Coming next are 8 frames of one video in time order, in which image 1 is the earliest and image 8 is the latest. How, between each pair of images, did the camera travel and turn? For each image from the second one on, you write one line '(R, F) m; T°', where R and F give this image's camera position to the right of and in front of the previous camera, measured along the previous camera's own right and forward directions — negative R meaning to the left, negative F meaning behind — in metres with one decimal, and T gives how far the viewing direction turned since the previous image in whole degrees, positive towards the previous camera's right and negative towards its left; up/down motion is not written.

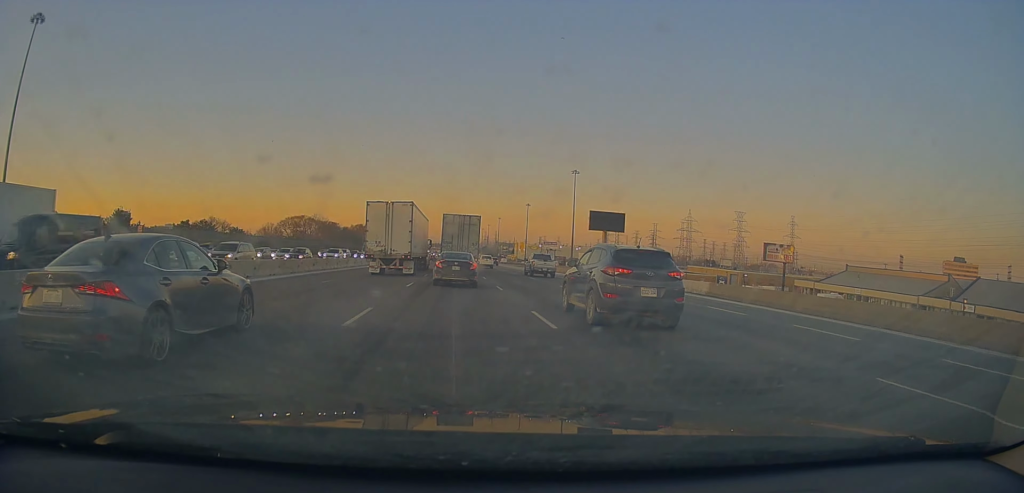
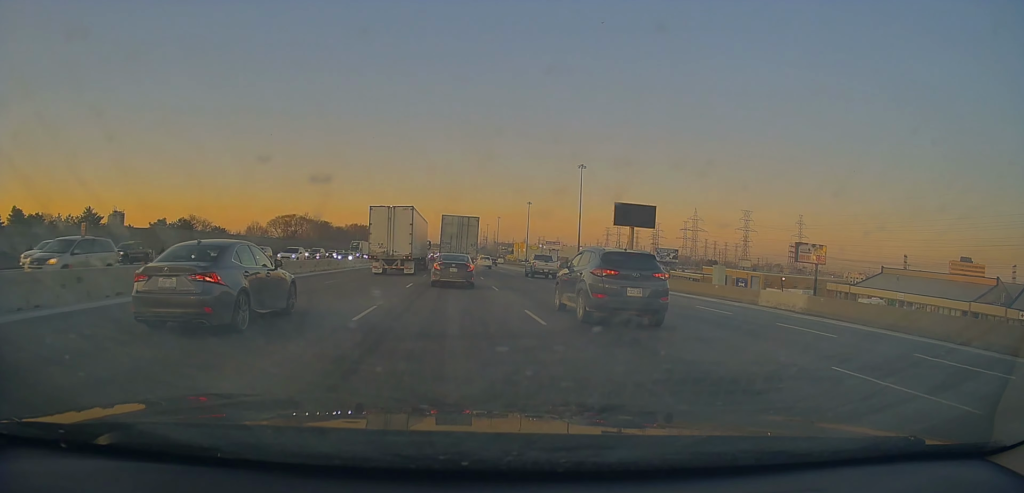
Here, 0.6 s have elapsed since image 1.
(+0.1, +10.9) m; +1°
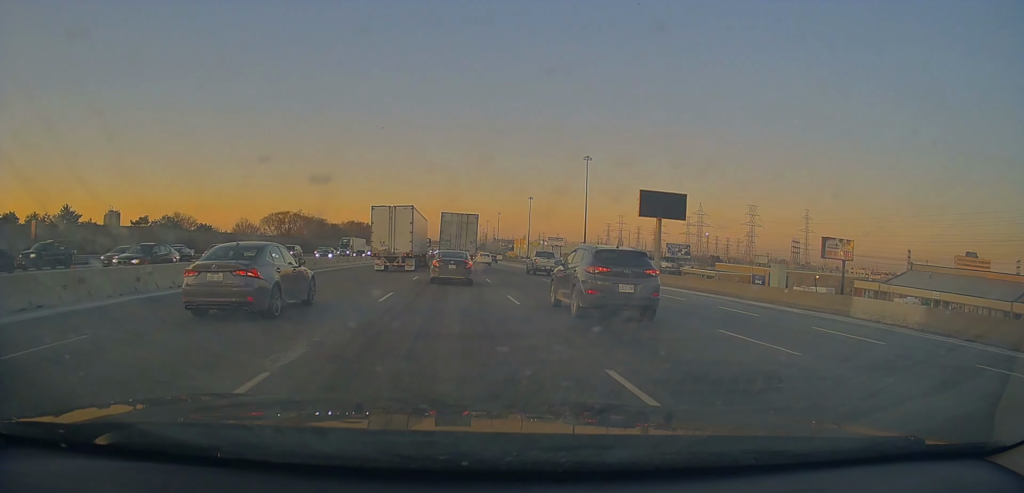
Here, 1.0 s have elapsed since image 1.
(0.0, +7.7) m; +1°
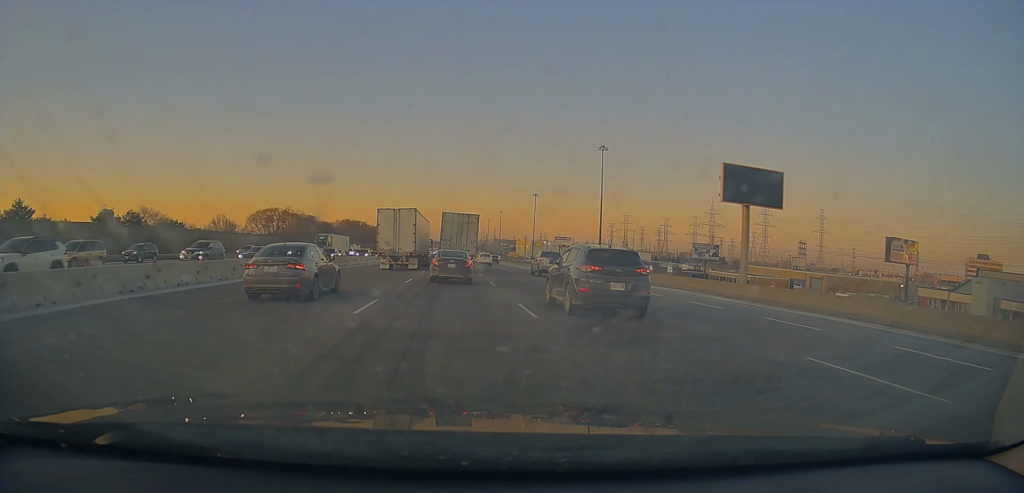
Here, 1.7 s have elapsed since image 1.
(+0.2, +15.2) m; 0°
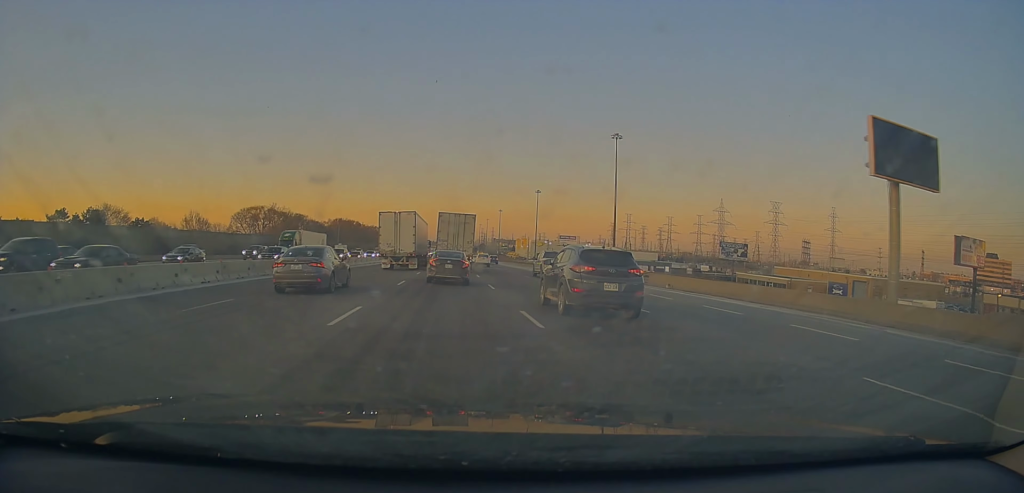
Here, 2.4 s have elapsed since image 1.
(0.0, +13.4) m; 0°
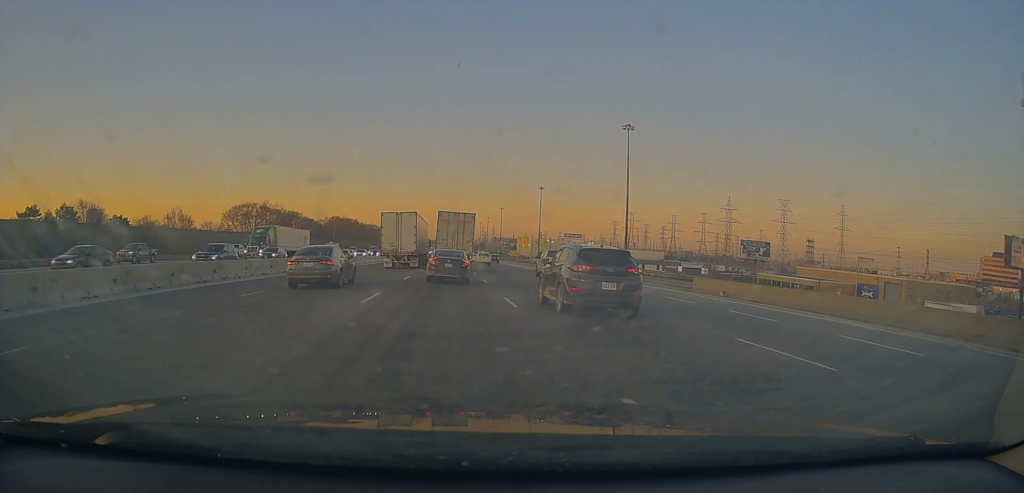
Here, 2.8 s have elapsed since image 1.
(-0.1, +8.1) m; 0°
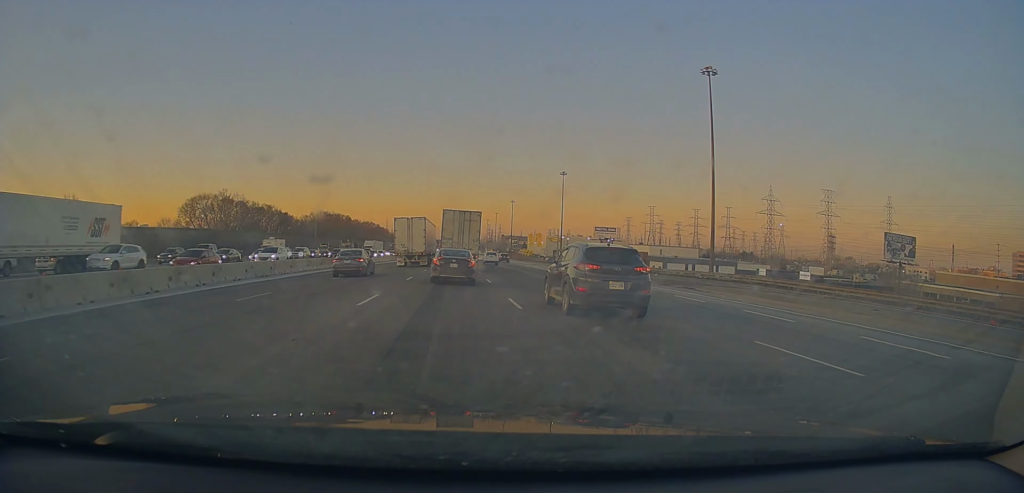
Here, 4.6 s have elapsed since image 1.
(-0.2, +36.4) m; -1°
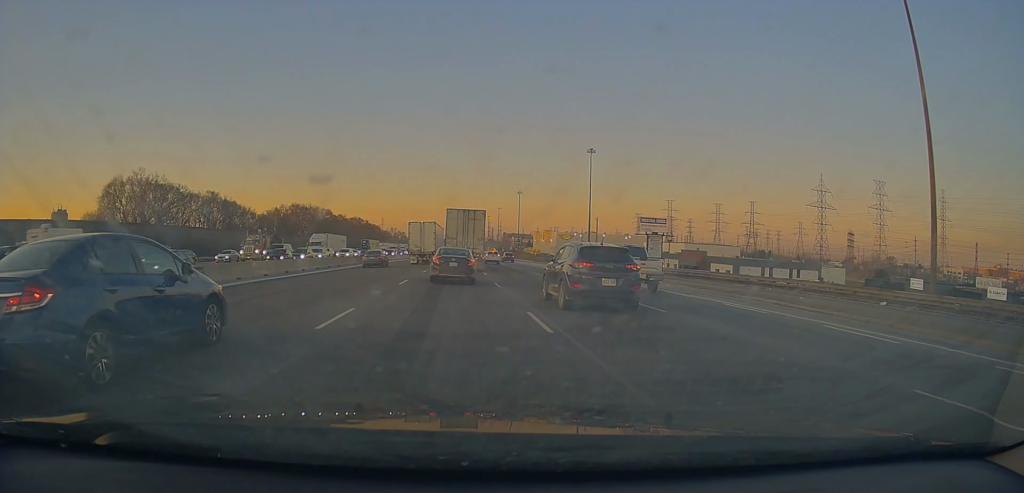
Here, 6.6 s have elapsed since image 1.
(0.0, +40.6) m; +1°
